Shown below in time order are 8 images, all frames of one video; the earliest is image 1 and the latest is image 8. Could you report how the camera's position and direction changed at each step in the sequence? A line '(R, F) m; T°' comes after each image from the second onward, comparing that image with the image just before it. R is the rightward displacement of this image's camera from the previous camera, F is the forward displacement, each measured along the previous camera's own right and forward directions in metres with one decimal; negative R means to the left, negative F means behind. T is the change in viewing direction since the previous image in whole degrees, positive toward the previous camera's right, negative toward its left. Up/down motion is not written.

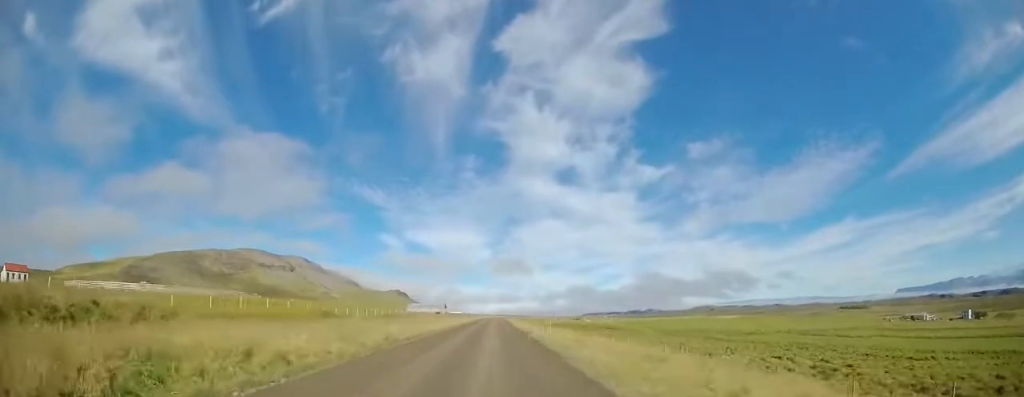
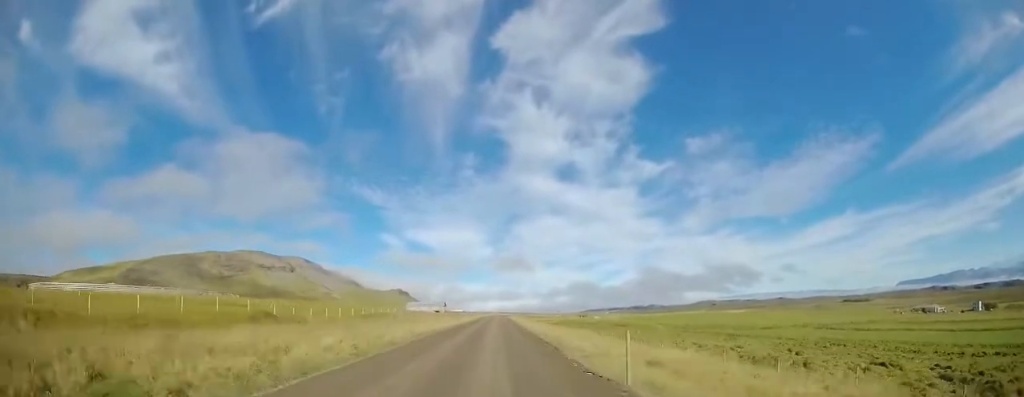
(0.0, +10.7) m; 0°
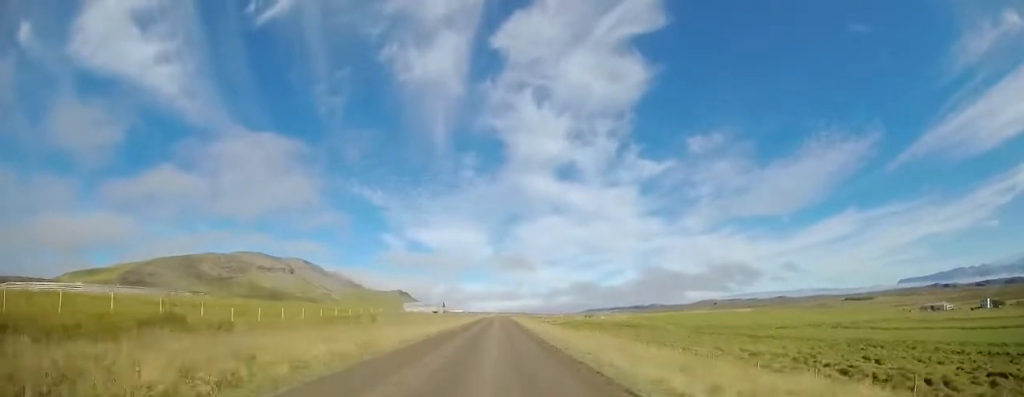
(0.0, +9.5) m; 0°
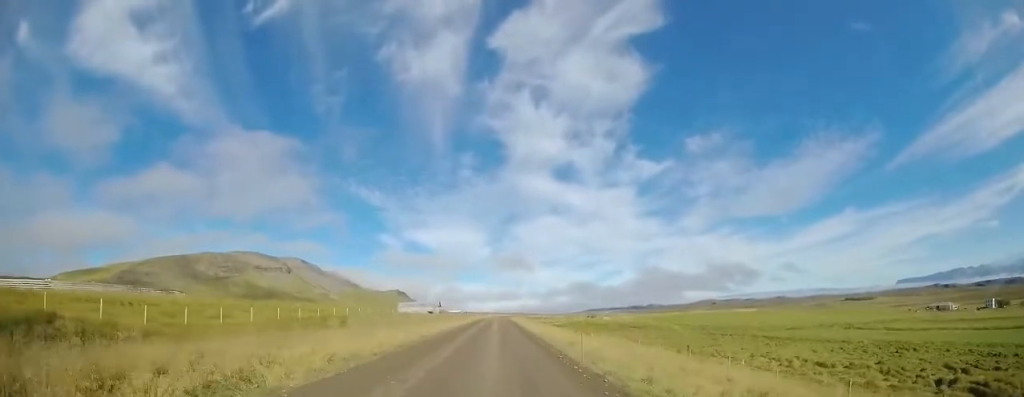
(-0.1, +8.3) m; 0°
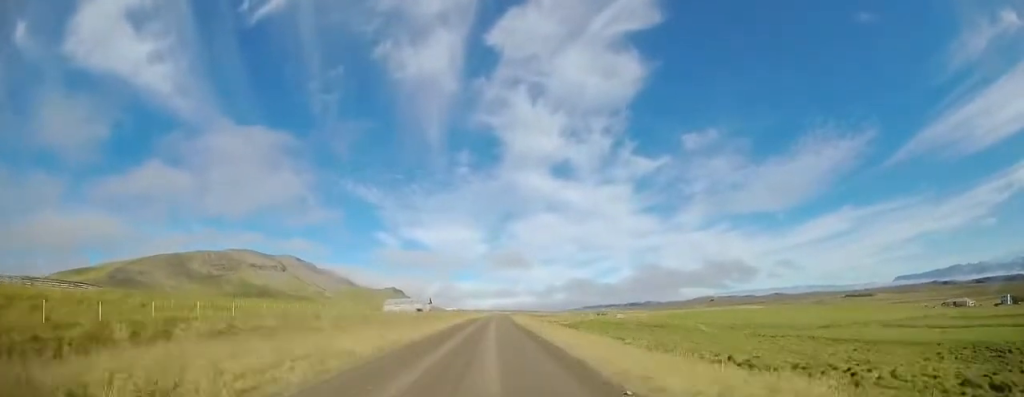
(+0.1, +21.3) m; 0°
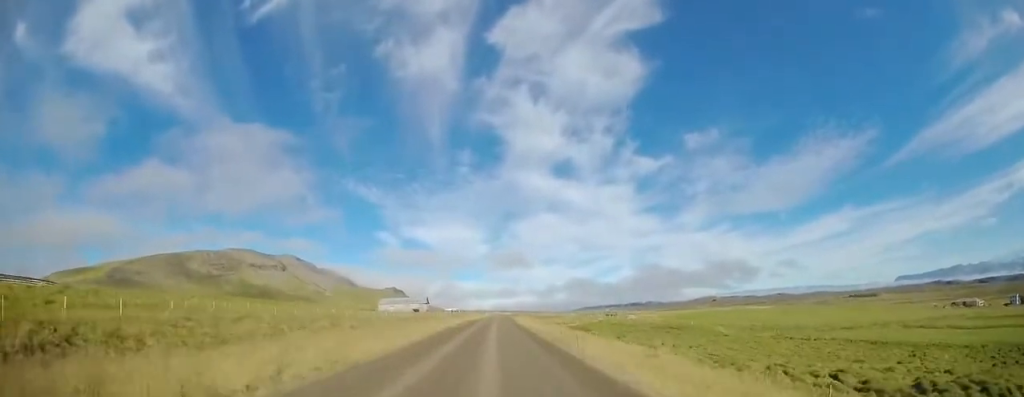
(+0.1, +10.1) m; 0°
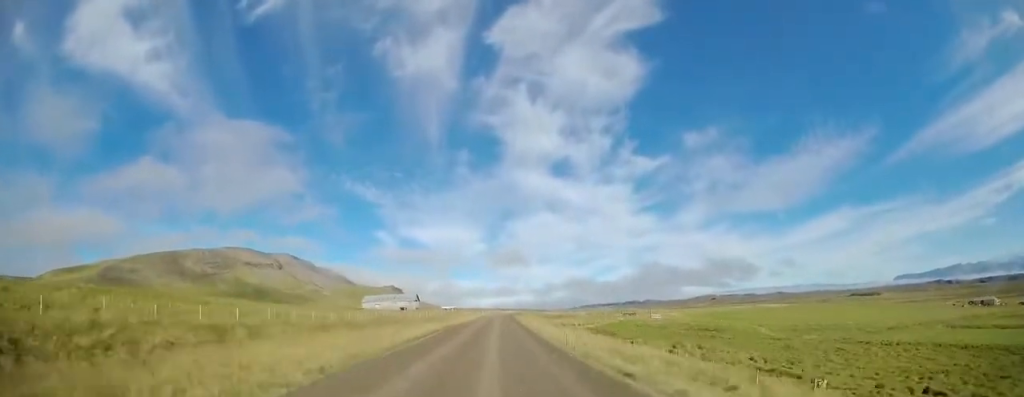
(-0.3, +20.9) m; 0°
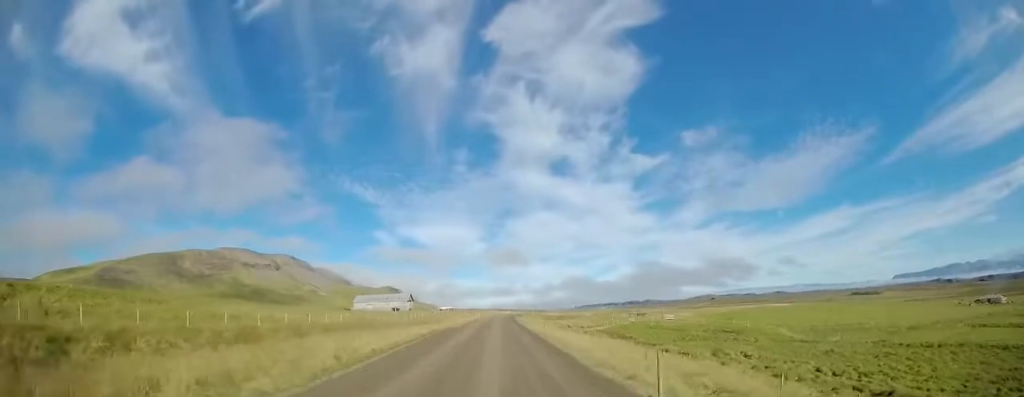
(0.0, +9.0) m; +1°
